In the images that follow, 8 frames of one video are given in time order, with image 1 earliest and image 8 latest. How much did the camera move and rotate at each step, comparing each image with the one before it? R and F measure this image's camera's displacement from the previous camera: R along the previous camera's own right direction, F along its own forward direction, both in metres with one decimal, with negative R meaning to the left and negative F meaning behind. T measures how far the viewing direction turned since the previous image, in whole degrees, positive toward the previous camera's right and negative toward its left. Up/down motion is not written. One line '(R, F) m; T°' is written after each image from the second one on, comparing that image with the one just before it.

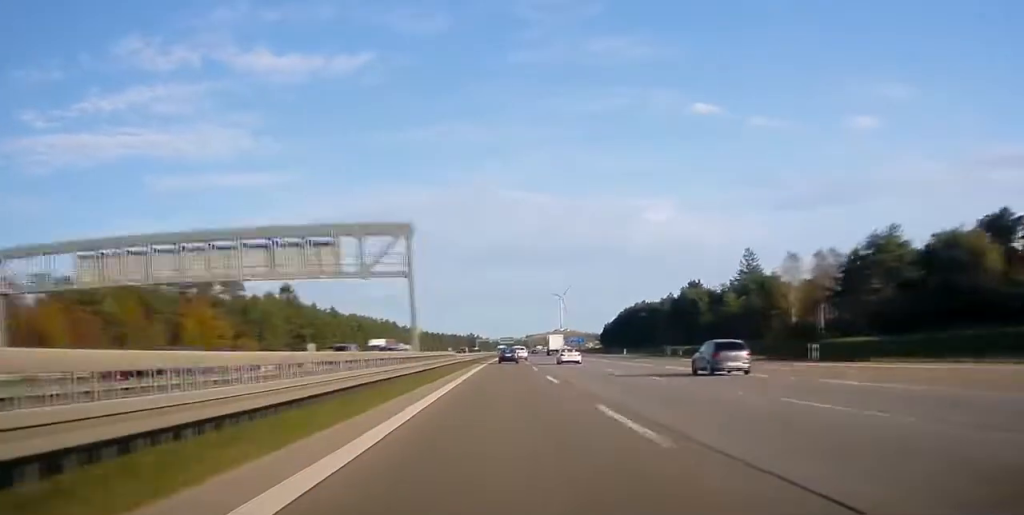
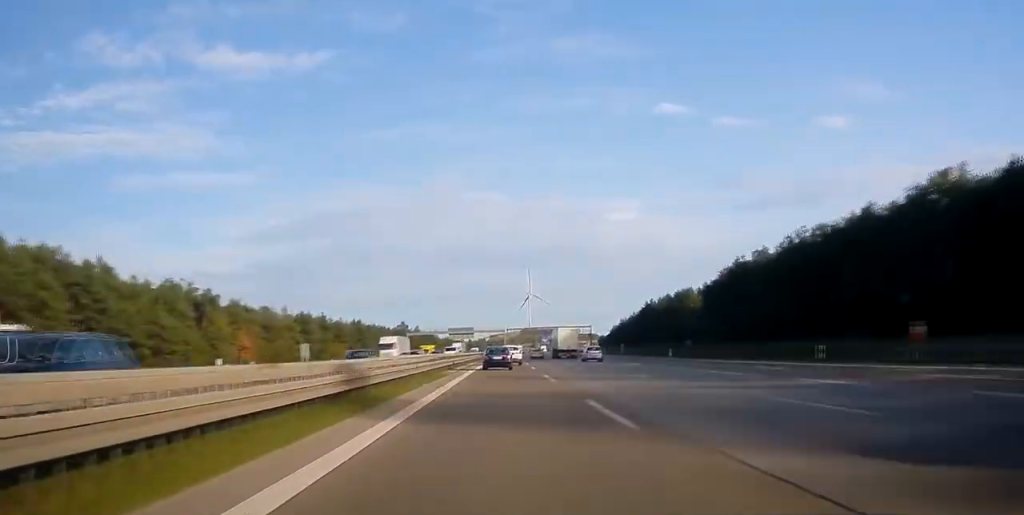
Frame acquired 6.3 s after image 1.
(+3.7, +163.3) m; +2°
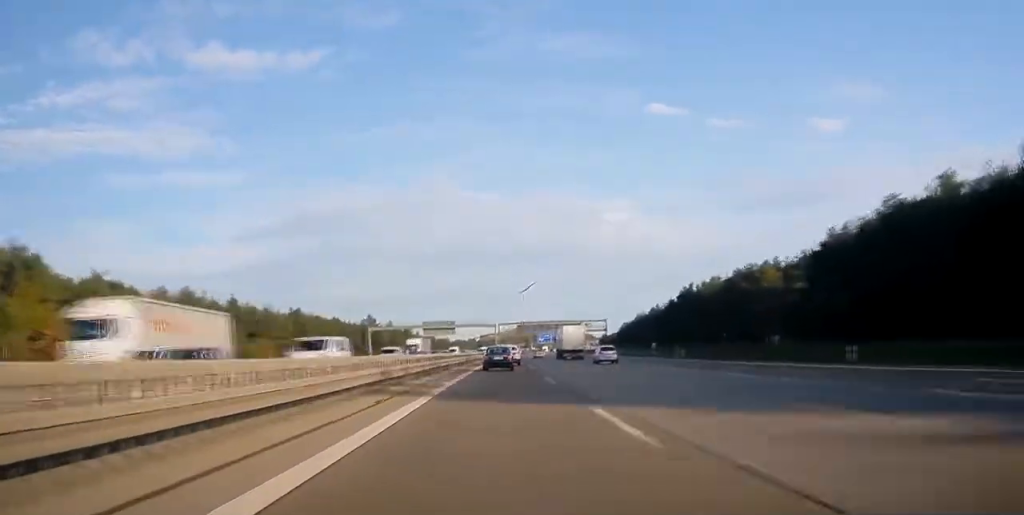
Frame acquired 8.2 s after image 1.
(+0.2, +47.9) m; +1°
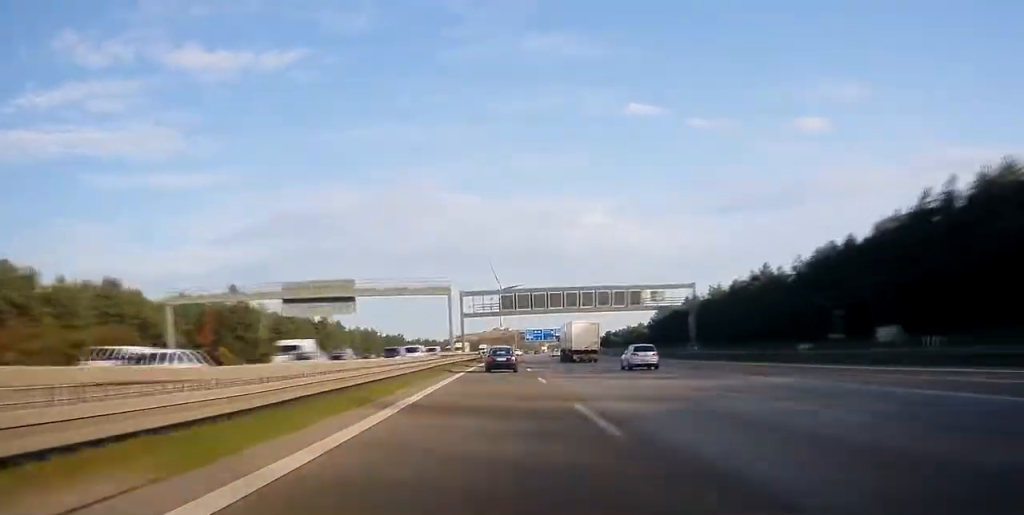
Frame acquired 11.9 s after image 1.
(+1.0, +98.4) m; +1°
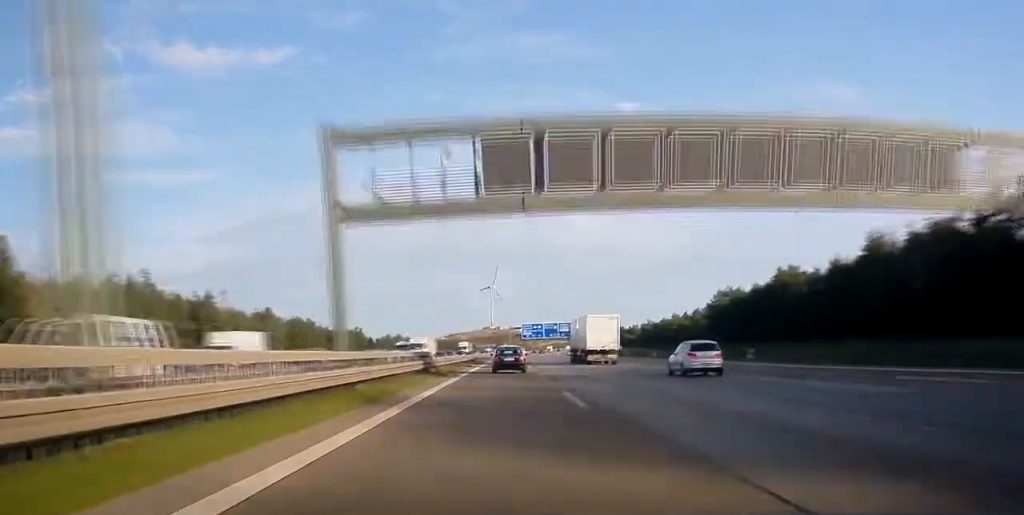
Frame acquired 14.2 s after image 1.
(+0.6, +60.4) m; +1°
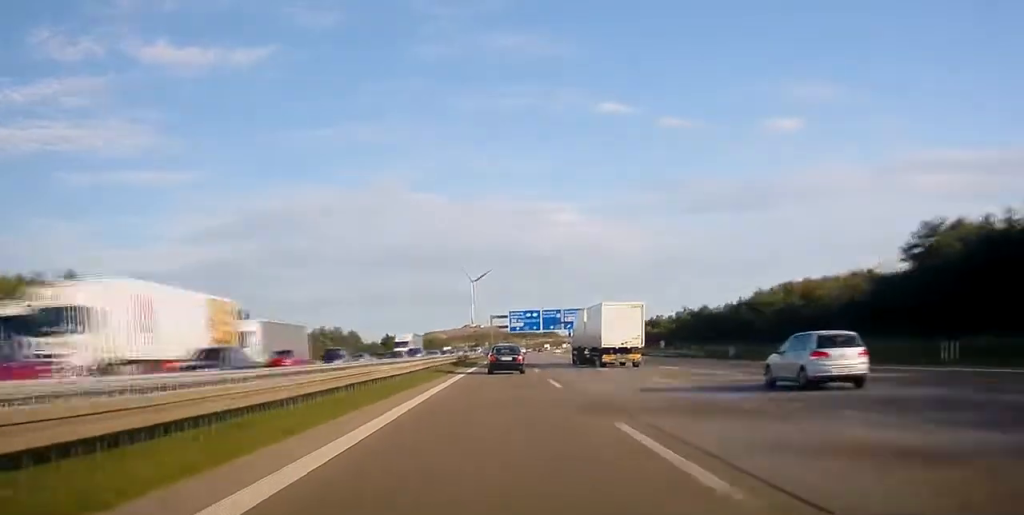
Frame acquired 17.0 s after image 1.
(+0.6, +73.2) m; +1°
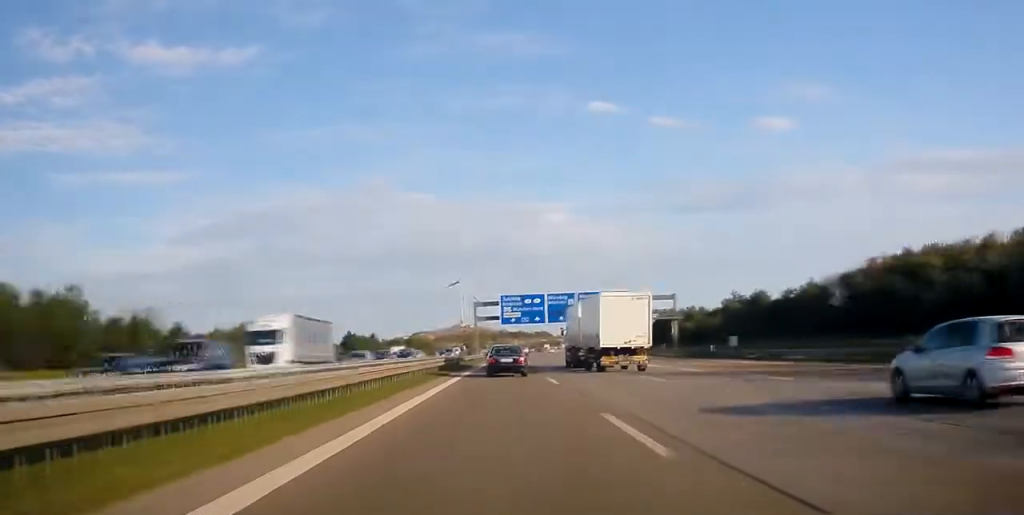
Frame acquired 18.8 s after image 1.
(+0.1, +46.8) m; +1°
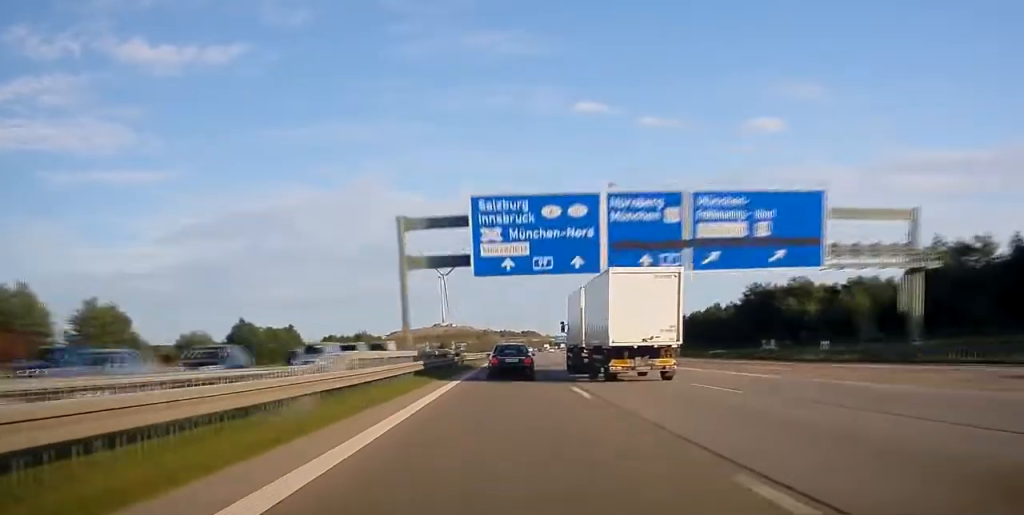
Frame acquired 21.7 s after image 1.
(+0.8, +71.4) m; +1°
